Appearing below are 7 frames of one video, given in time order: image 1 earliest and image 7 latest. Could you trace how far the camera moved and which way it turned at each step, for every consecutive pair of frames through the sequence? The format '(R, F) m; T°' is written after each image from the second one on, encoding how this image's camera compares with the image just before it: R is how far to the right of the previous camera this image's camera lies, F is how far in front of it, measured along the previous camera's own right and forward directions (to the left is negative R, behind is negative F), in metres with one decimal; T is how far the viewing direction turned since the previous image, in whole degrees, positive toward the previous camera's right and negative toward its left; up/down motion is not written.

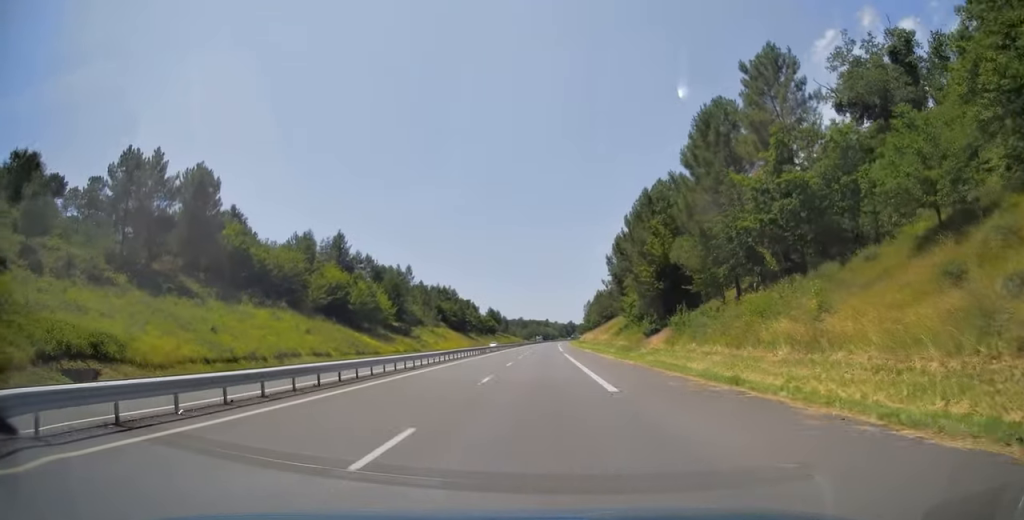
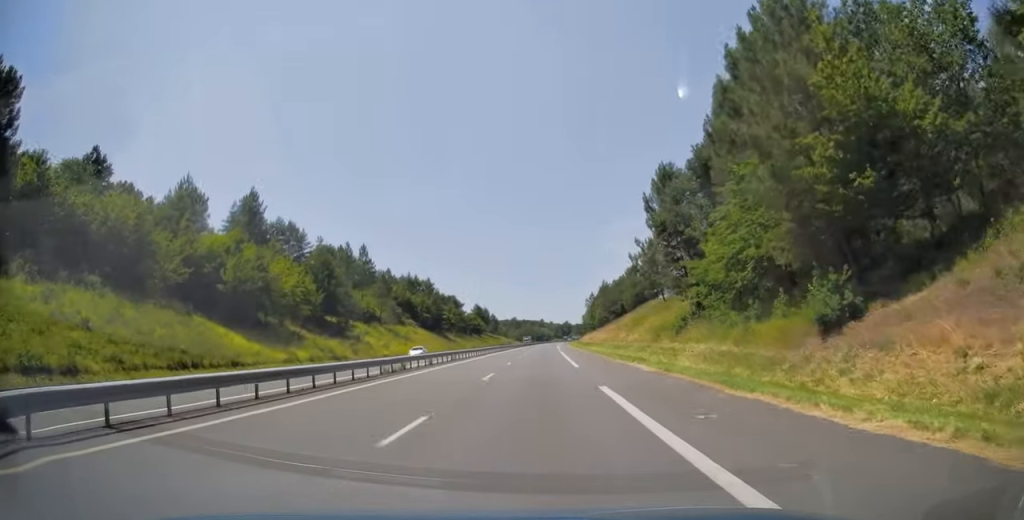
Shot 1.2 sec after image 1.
(0.0, +37.8) m; 0°
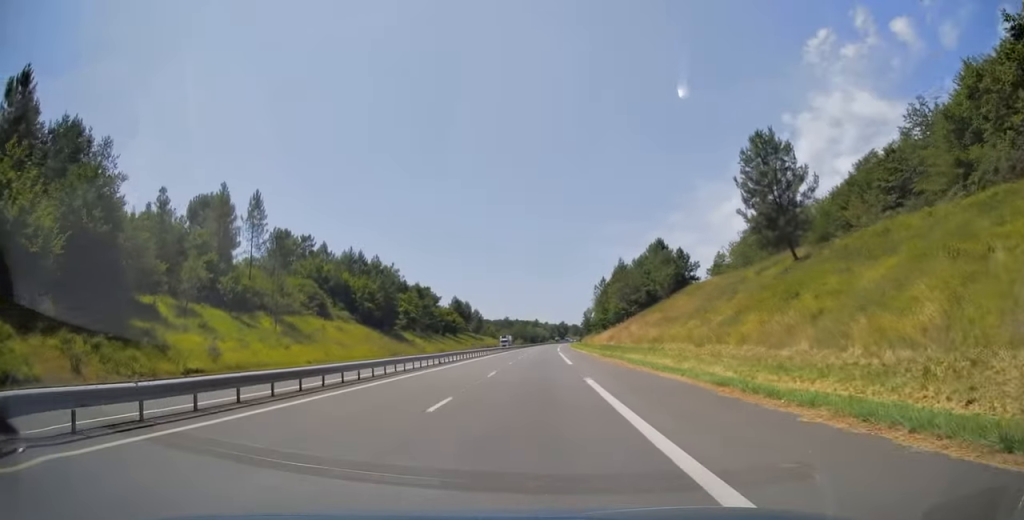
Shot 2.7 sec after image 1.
(+0.3, +48.5) m; +1°
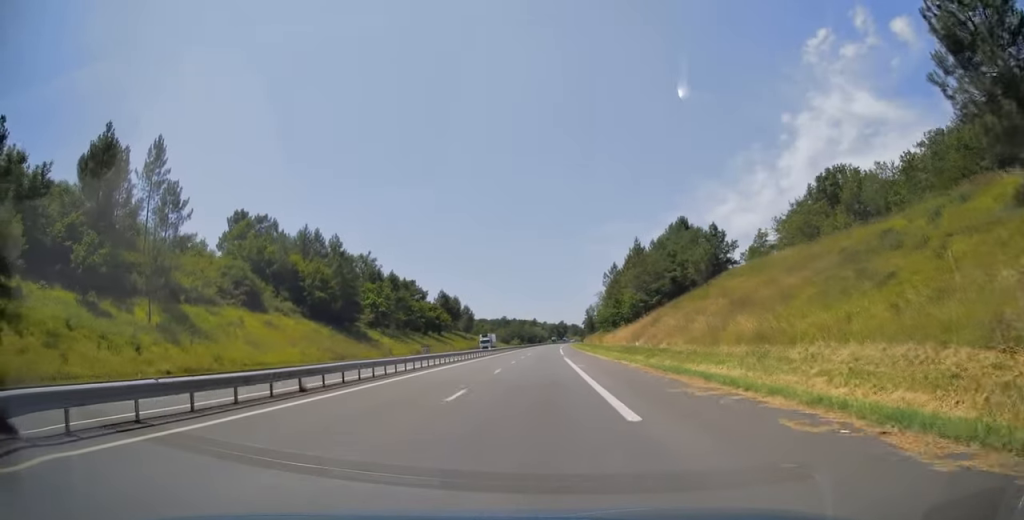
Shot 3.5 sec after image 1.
(+0.3, +24.0) m; 0°
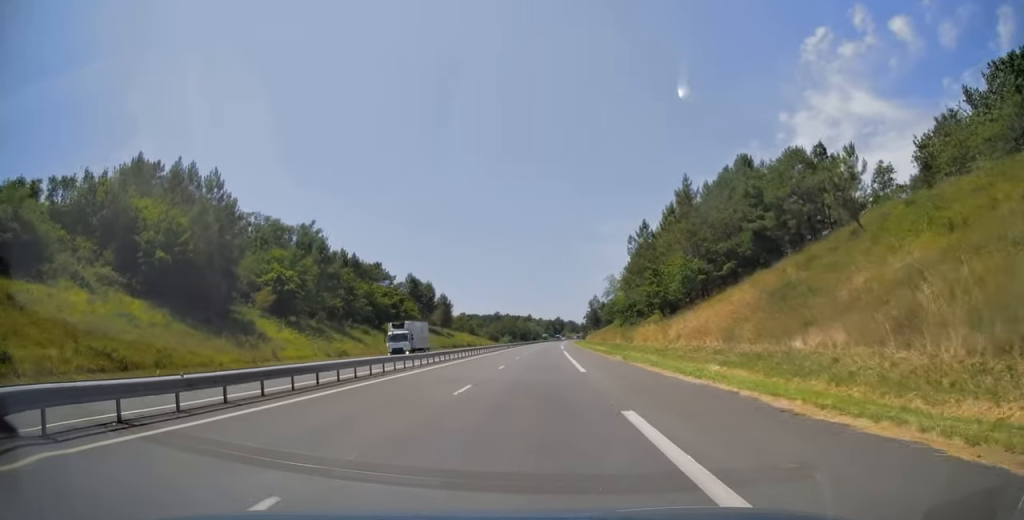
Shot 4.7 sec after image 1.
(-0.3, +38.4) m; 0°
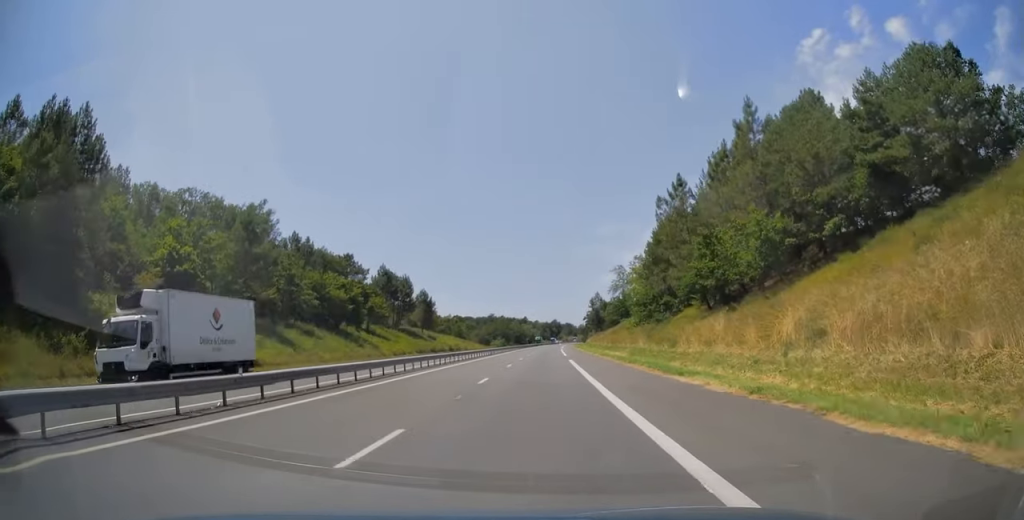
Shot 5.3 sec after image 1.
(+0.2, +21.9) m; 0°
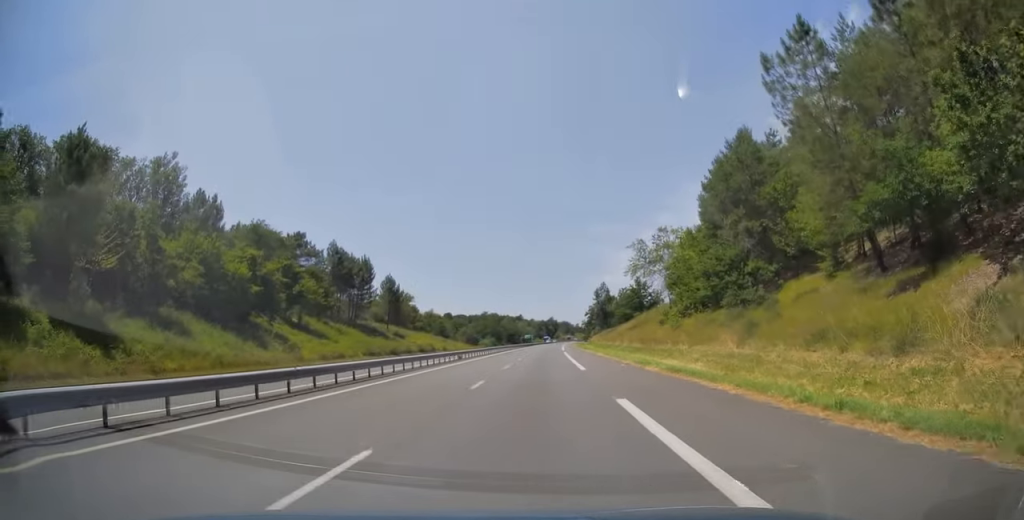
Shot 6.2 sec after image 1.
(0.0, +28.2) m; 0°
